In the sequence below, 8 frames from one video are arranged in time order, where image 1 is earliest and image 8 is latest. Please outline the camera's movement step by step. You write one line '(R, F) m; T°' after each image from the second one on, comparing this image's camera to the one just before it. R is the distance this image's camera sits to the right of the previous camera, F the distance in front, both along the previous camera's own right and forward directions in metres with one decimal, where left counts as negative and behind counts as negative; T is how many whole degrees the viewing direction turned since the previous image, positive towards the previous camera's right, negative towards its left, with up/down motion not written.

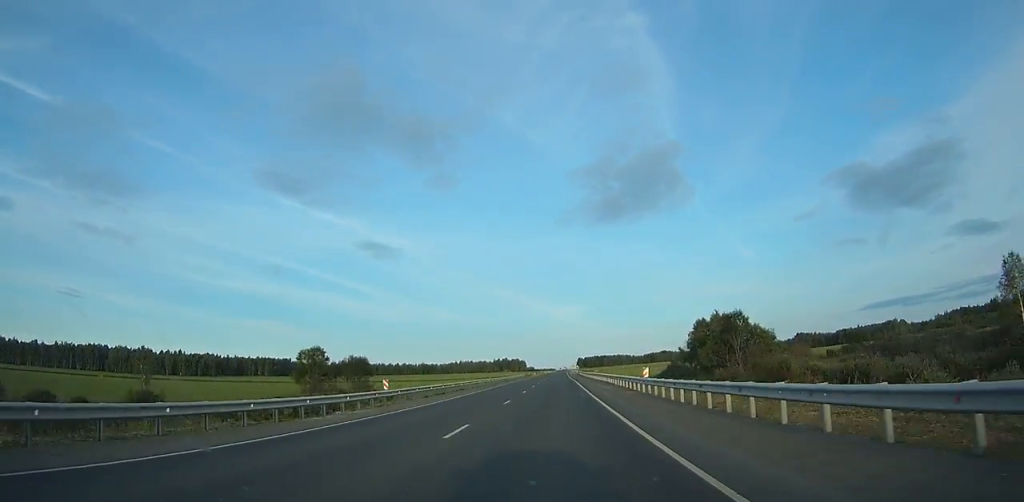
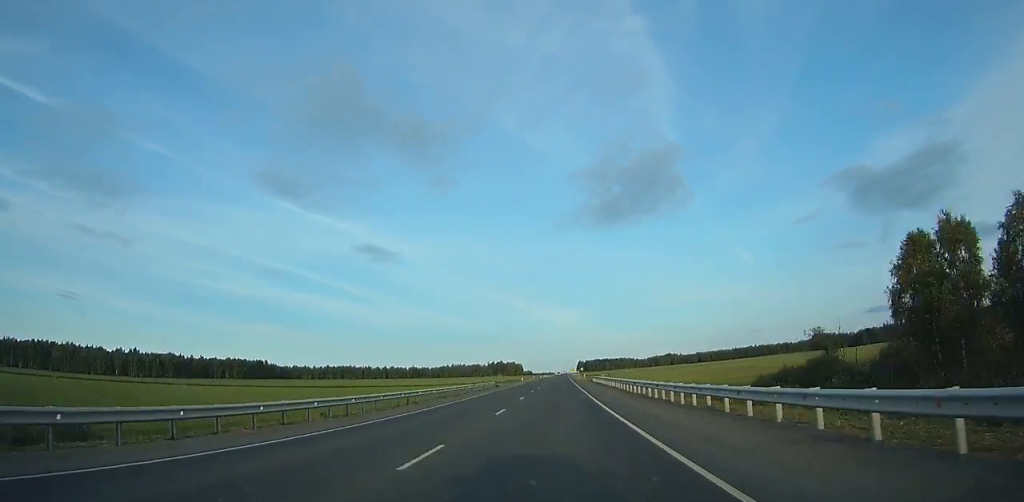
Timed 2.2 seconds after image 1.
(+0.2, +64.0) m; 0°
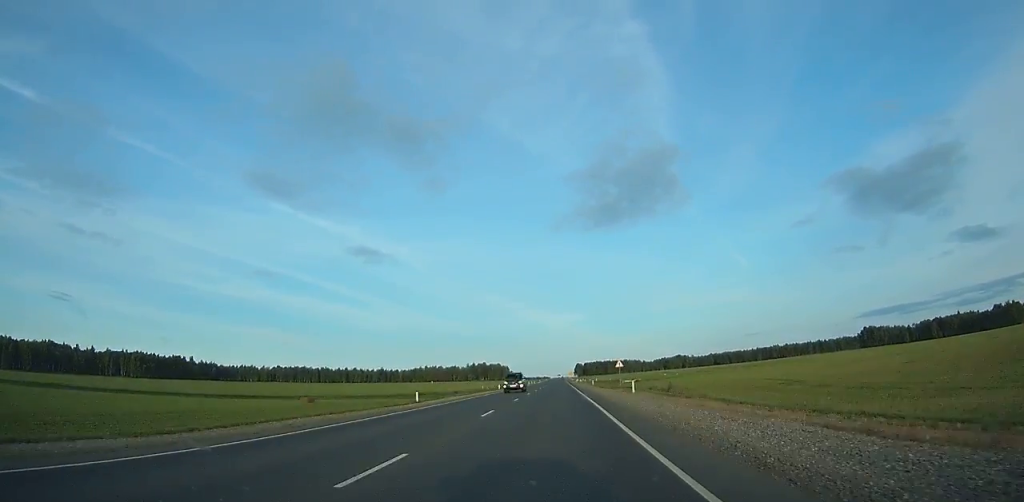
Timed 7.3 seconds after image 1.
(+0.7, +142.3) m; 0°
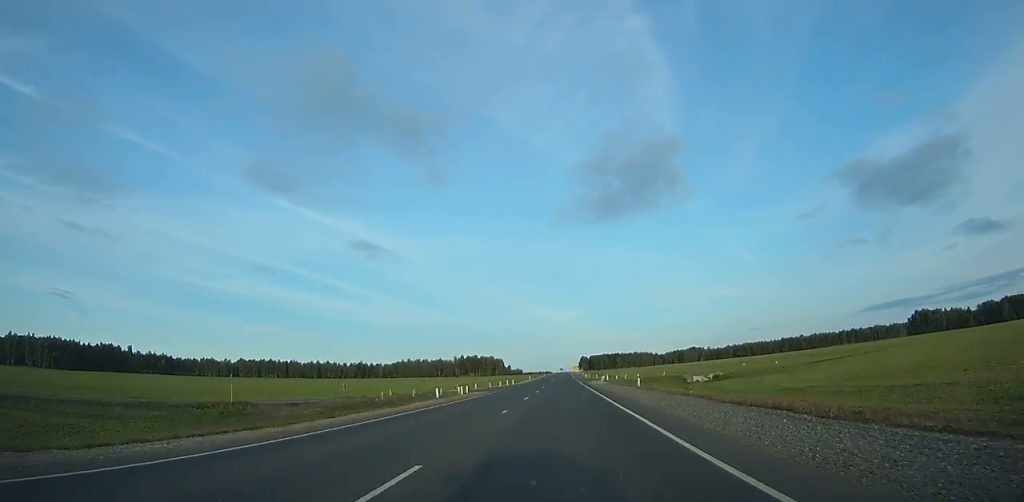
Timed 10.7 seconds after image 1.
(-0.1, +89.2) m; 0°
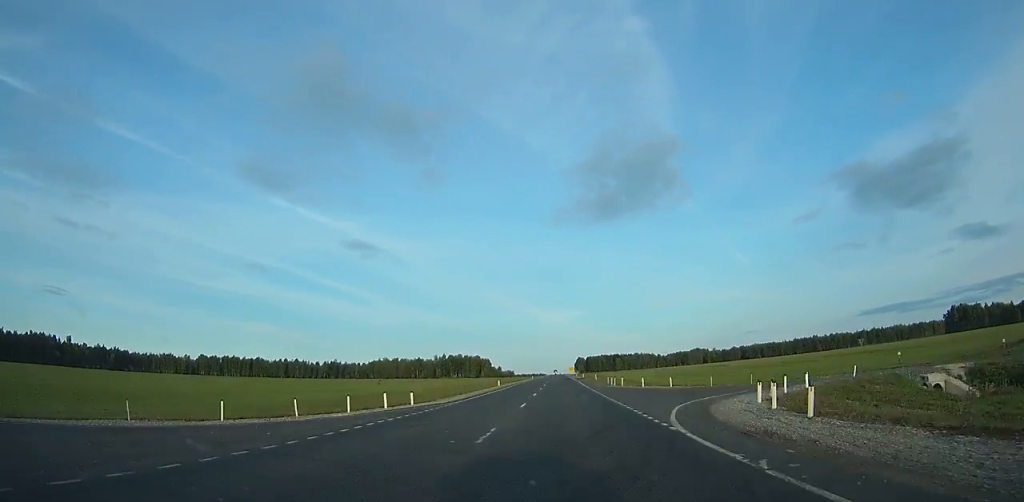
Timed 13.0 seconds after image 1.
(-0.1, +61.3) m; 0°
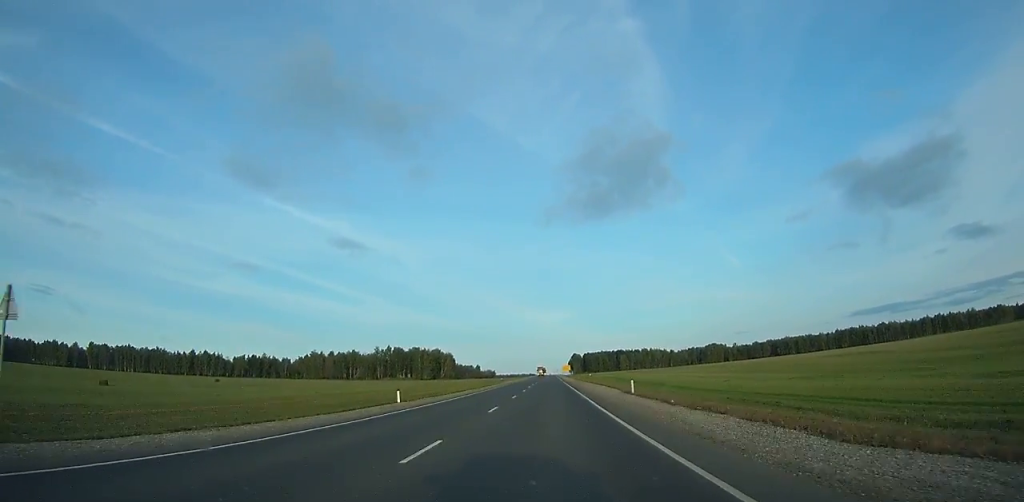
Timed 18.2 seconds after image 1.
(+0.8, +142.8) m; +1°
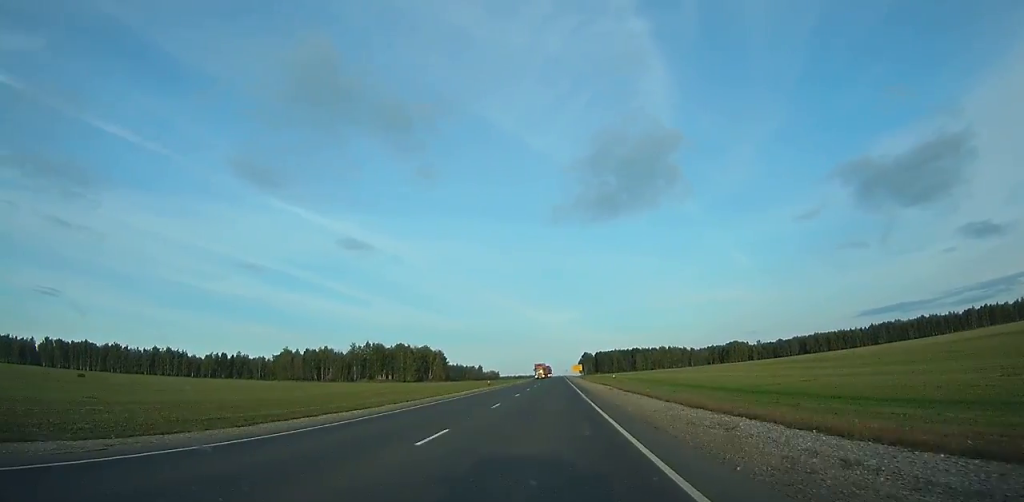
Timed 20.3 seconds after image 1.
(+0.2, +58.0) m; 0°
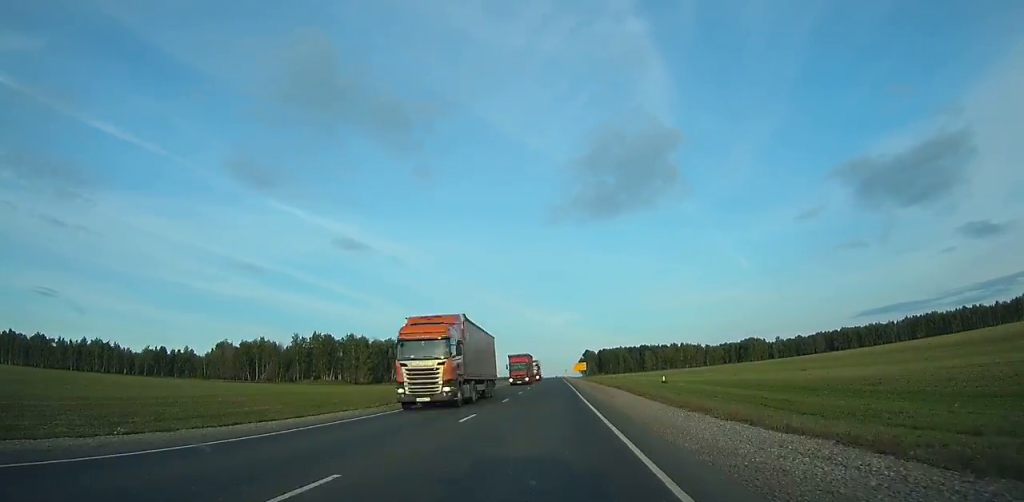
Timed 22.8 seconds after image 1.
(+0.1, +68.8) m; 0°
